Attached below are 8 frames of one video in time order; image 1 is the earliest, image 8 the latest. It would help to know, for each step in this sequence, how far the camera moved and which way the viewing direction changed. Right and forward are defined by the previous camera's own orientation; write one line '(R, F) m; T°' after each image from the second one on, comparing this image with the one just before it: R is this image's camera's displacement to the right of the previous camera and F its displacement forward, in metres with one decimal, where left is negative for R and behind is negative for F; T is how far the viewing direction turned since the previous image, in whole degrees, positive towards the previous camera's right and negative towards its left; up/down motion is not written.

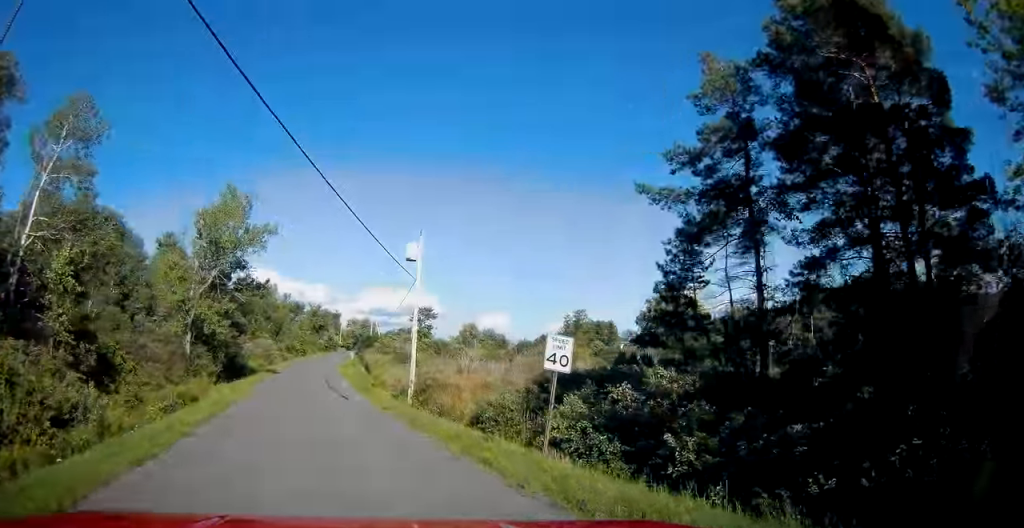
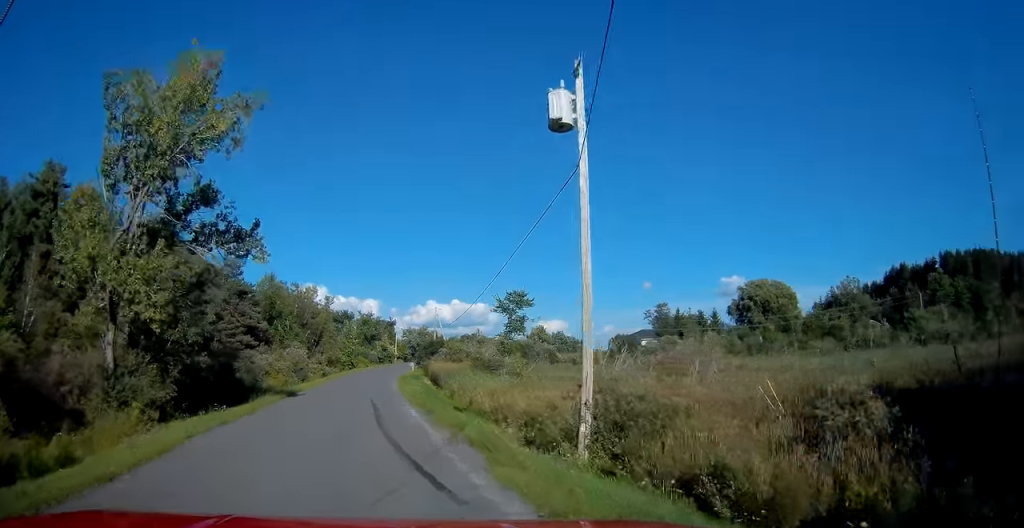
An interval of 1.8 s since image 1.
(-4.1, +20.1) m; -16°
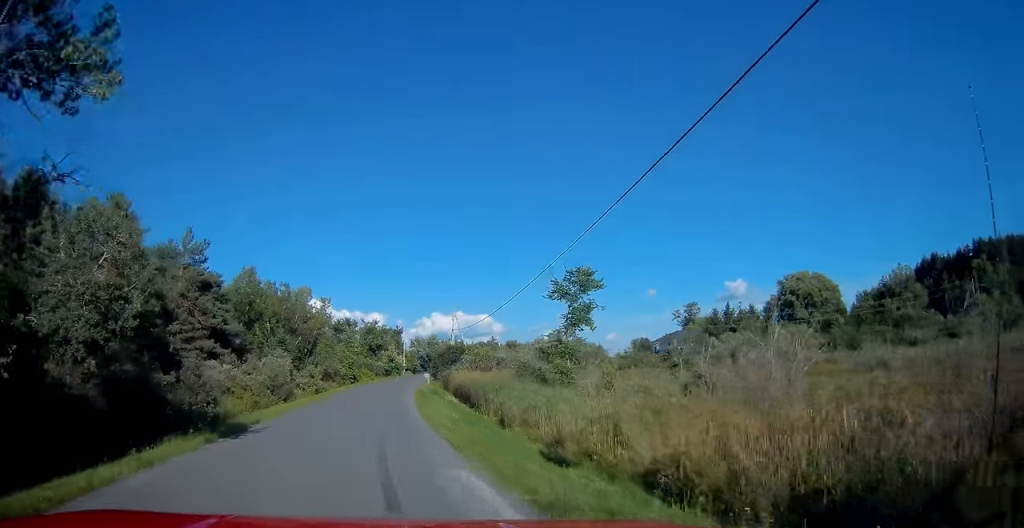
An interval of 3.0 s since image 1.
(-0.1, +15.2) m; -2°
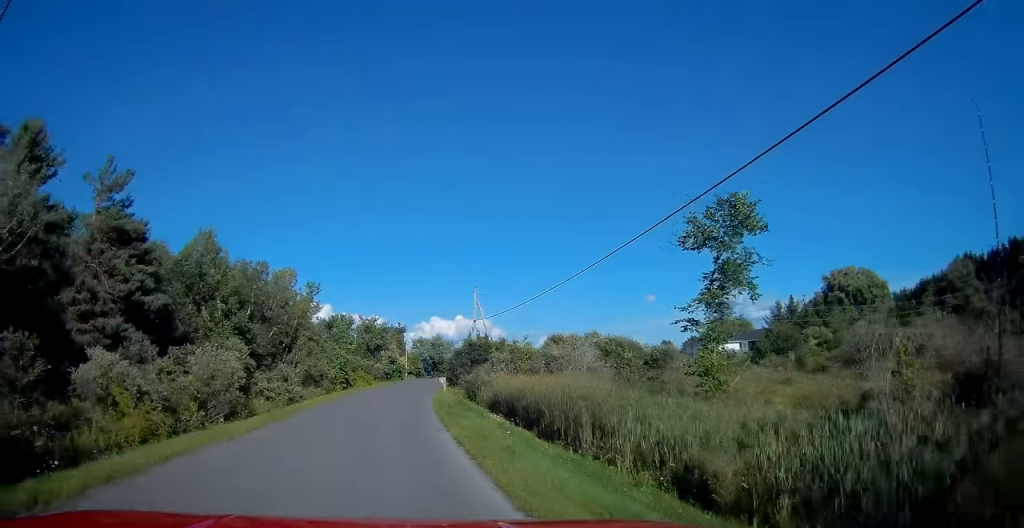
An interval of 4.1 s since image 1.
(-0.5, +16.6) m; -1°
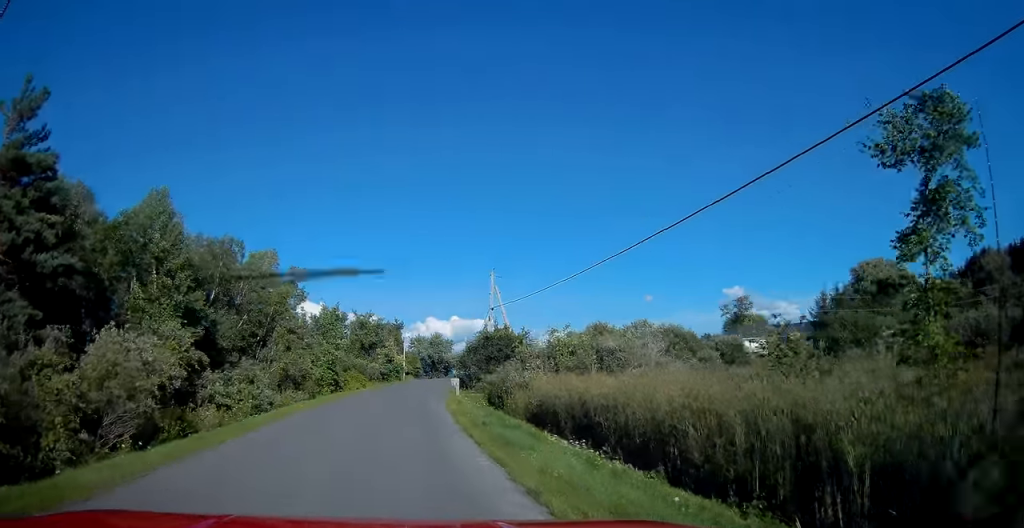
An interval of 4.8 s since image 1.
(-0.1, +10.4) m; +1°
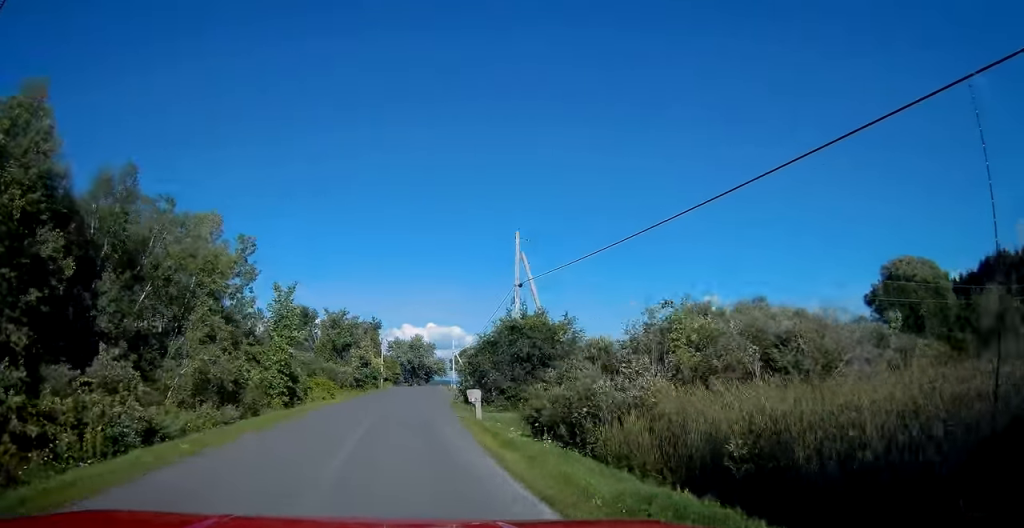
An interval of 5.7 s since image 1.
(+0.7, +15.4) m; +2°
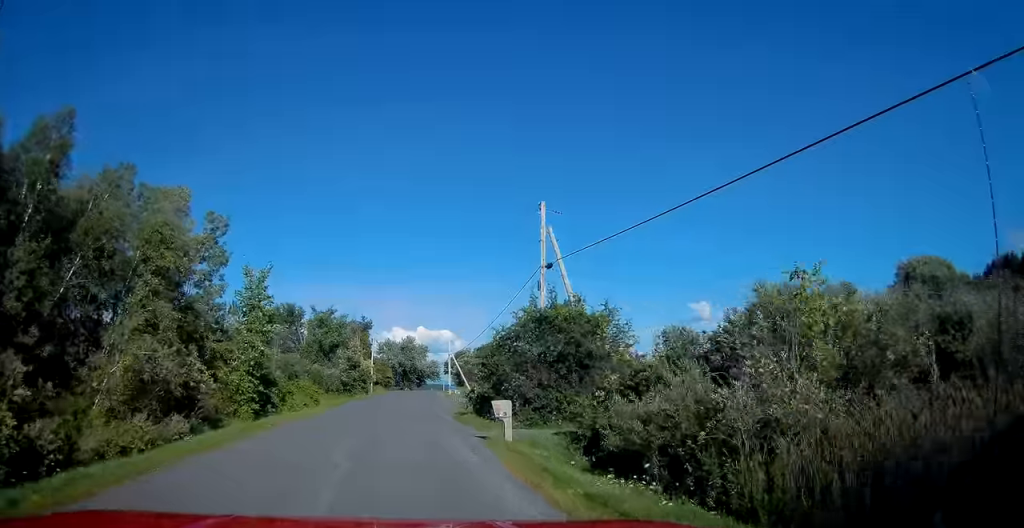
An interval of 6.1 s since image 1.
(-0.1, +6.9) m; +1°
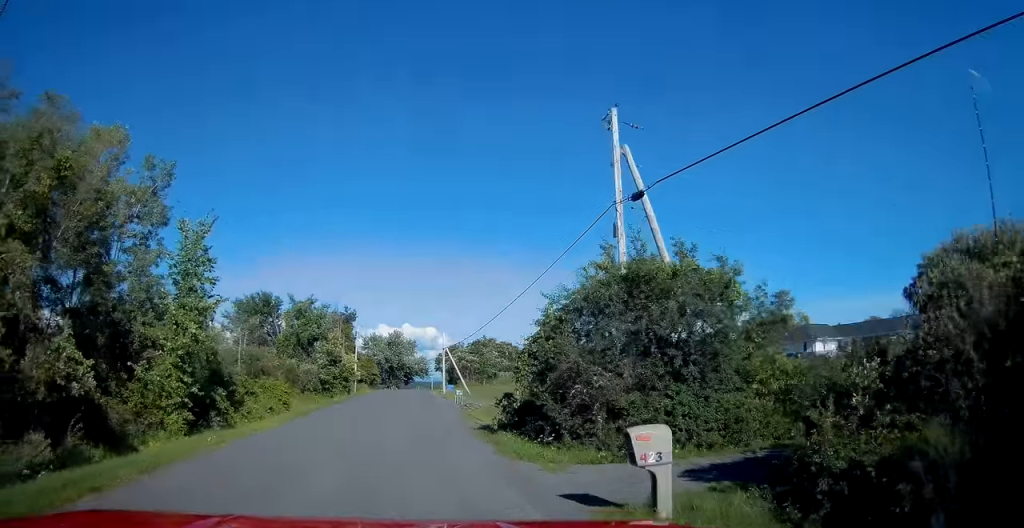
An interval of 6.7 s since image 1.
(-0.2, +9.7) m; +1°
